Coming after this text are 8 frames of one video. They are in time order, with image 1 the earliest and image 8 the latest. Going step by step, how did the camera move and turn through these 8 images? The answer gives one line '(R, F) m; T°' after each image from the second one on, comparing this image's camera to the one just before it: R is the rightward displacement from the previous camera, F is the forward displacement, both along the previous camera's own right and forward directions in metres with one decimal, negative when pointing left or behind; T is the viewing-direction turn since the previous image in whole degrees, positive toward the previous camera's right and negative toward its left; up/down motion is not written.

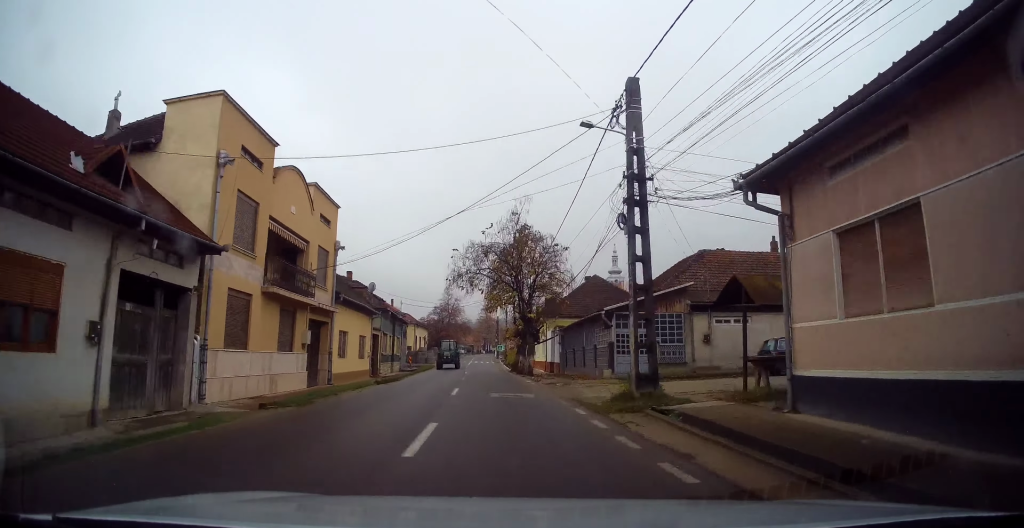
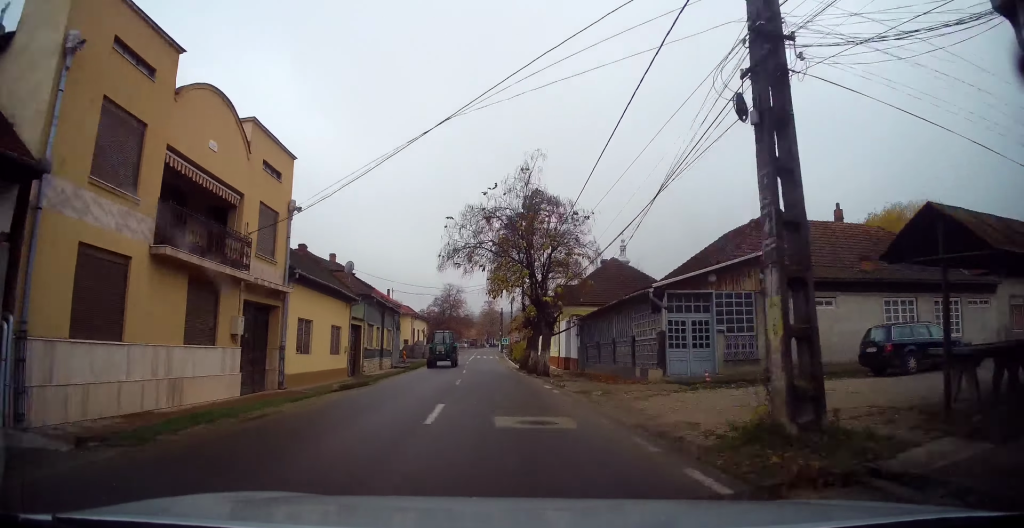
(-0.1, +6.7) m; -1°
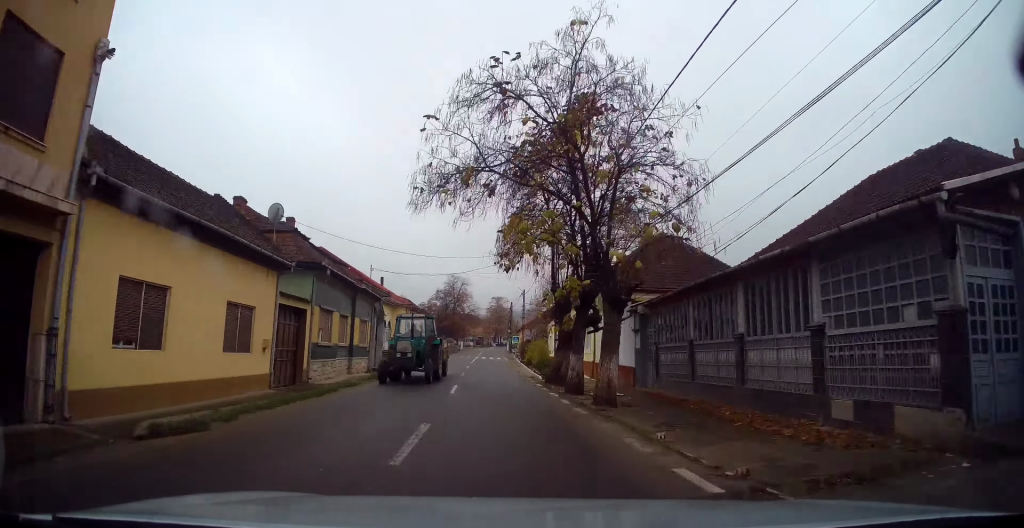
(-0.1, +11.6) m; -1°
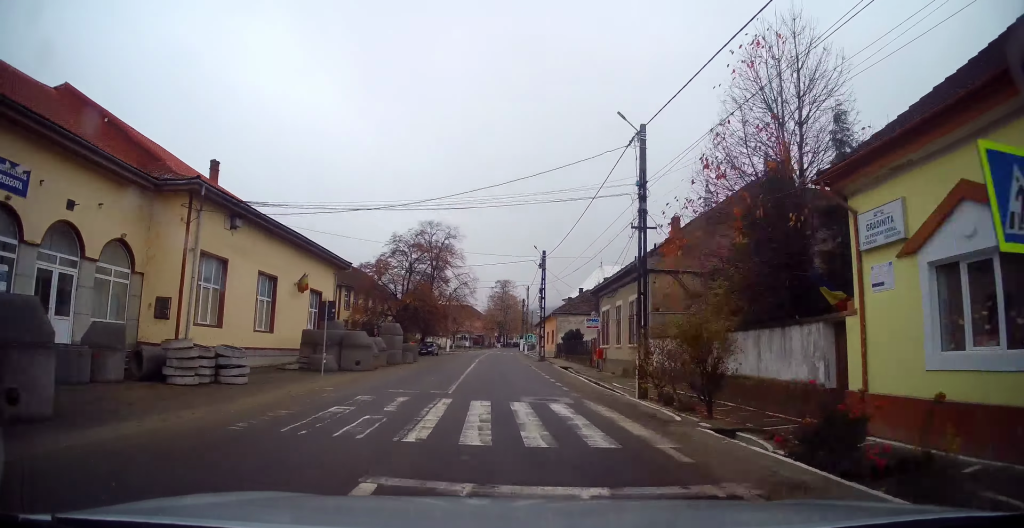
(-0.6, +49.6) m; 0°
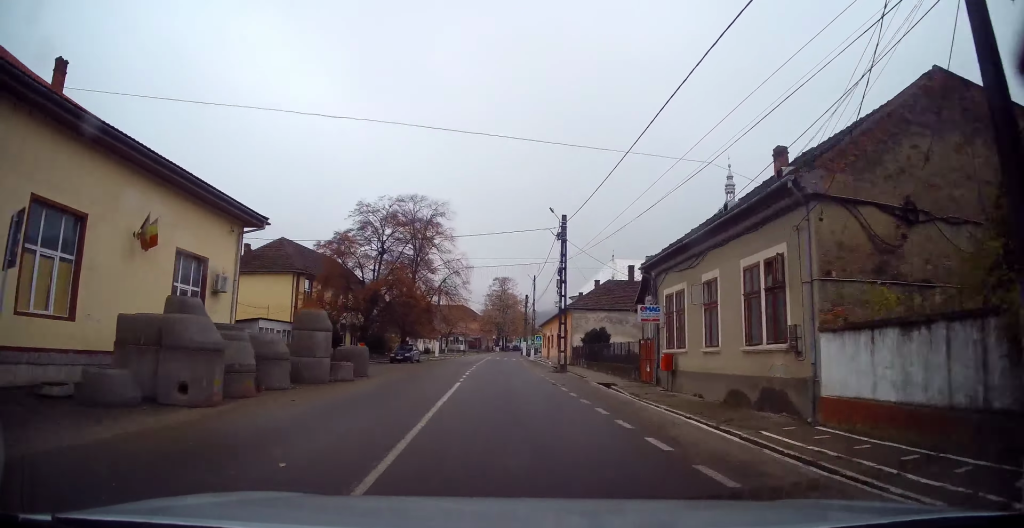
(+0.2, +12.9) m; +1°
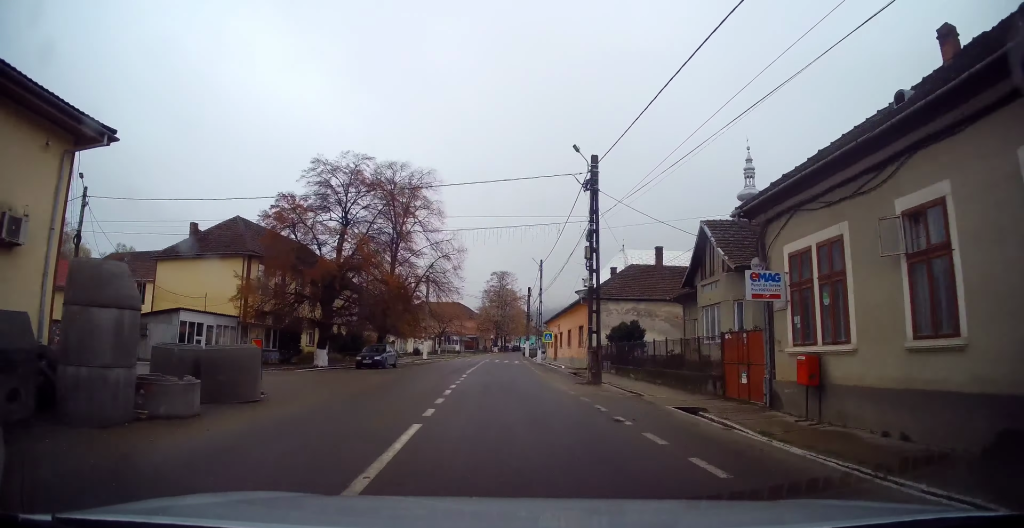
(0.0, +9.6) m; 0°
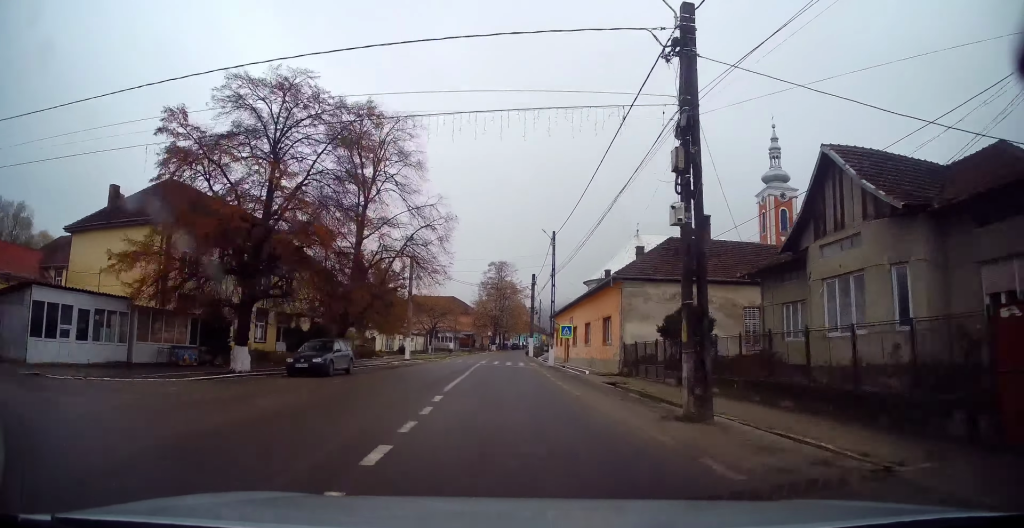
(-0.1, +10.0) m; 0°
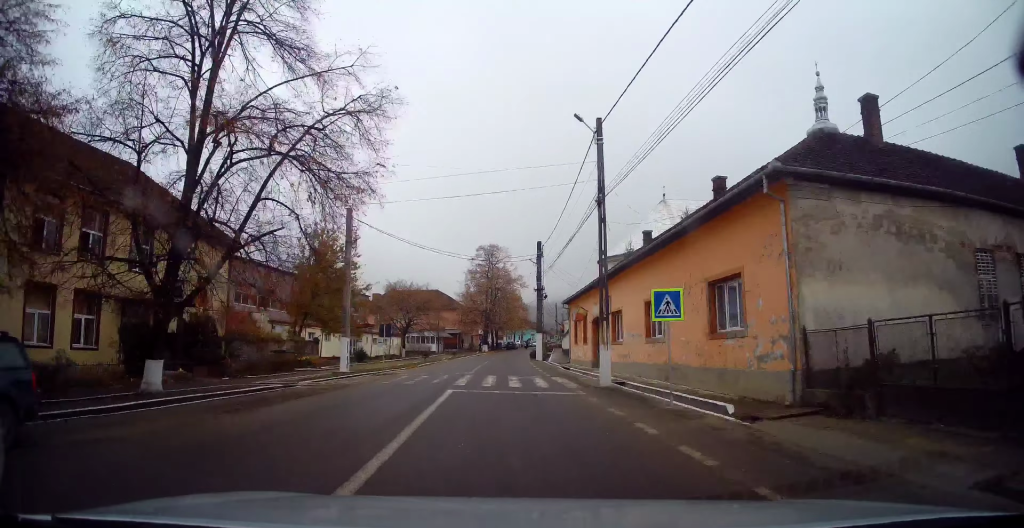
(+0.1, +17.1) m; +2°
